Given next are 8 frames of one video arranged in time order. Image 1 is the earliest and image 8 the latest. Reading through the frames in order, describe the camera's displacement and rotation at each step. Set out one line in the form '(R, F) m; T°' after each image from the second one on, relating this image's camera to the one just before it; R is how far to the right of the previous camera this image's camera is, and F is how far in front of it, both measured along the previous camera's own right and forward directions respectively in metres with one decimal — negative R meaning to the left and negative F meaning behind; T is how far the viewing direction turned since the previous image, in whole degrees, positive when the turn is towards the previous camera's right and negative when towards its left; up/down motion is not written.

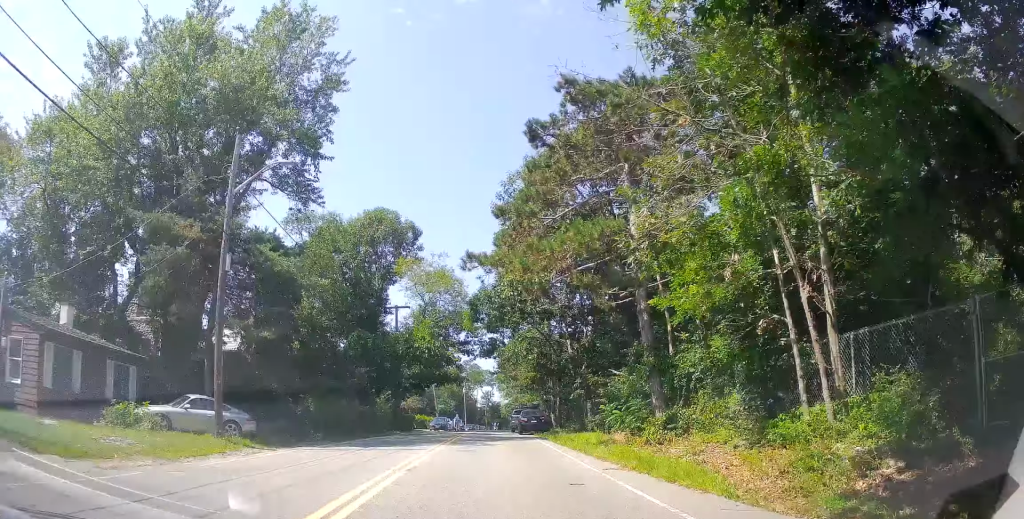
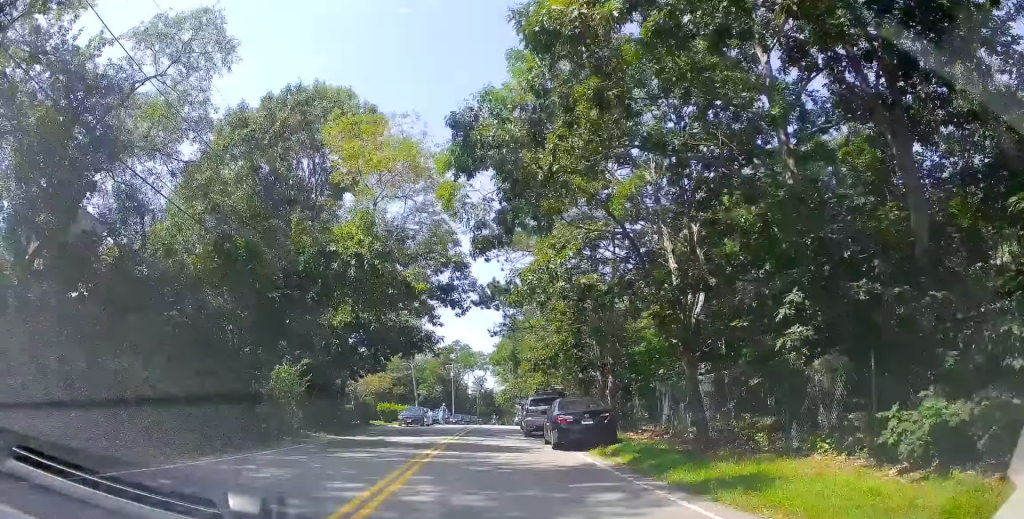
(0.0, +19.0) m; 0°
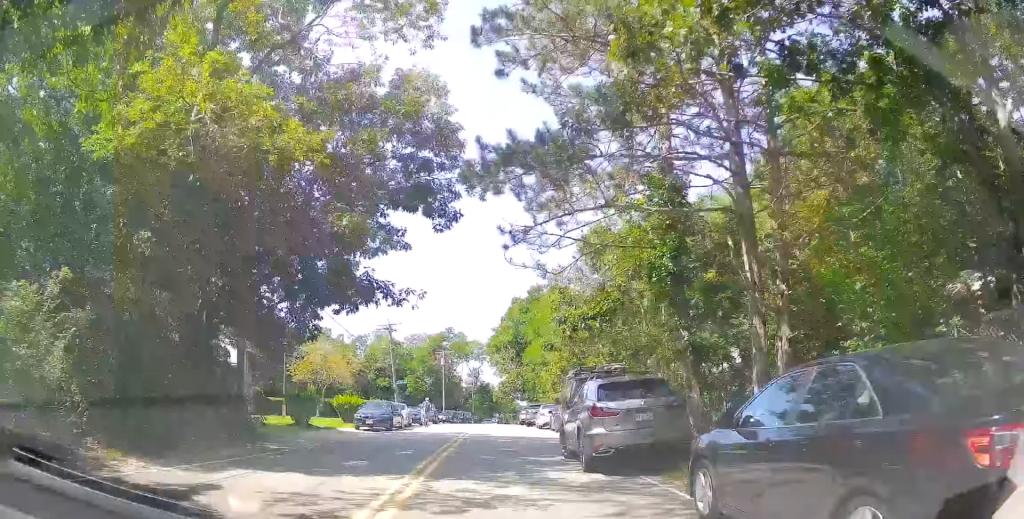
(+0.1, +14.4) m; +2°
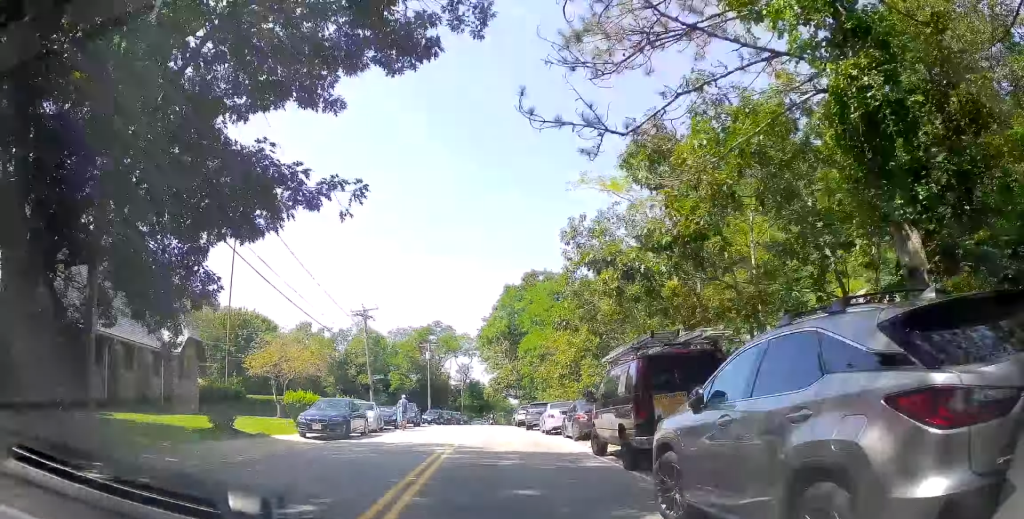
(+0.2, +8.0) m; +1°
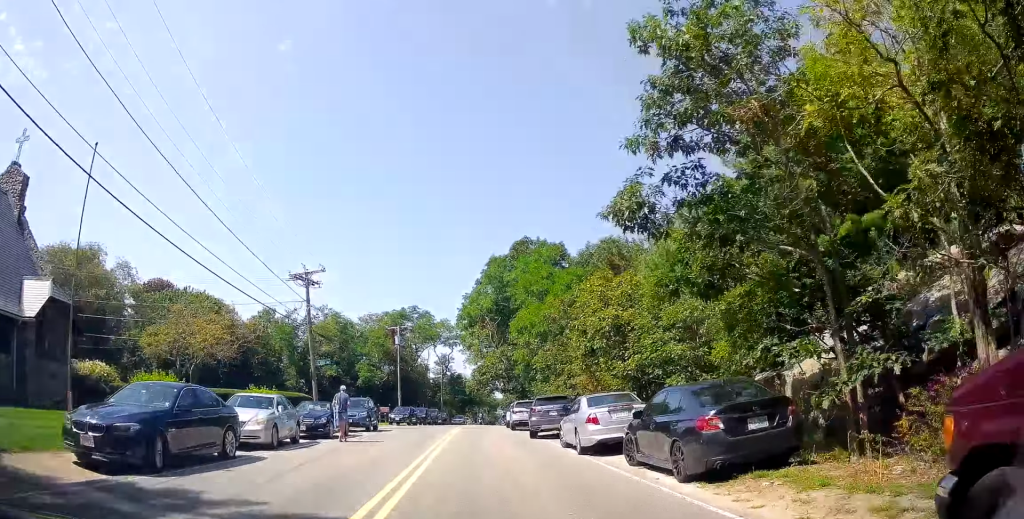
(+0.1, +12.6) m; 0°
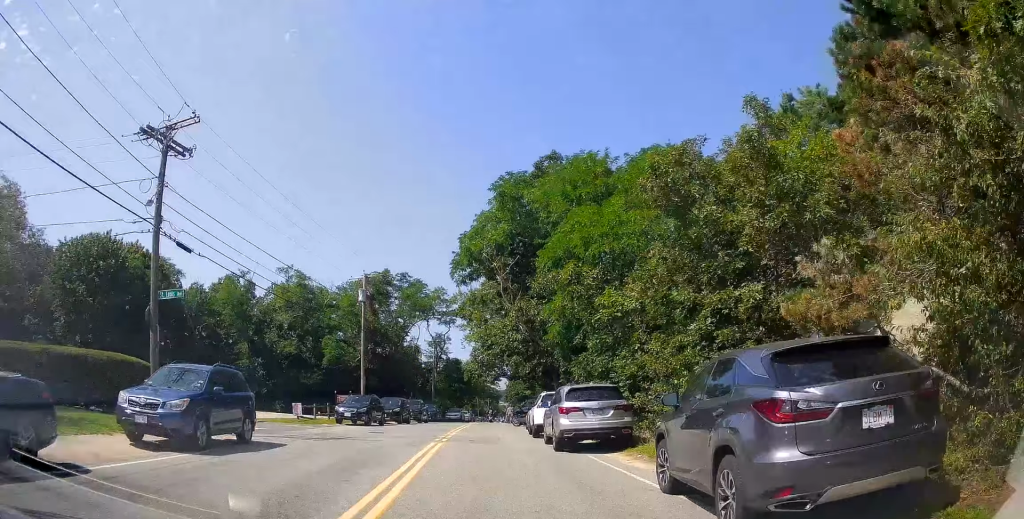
(+0.1, +18.9) m; +1°
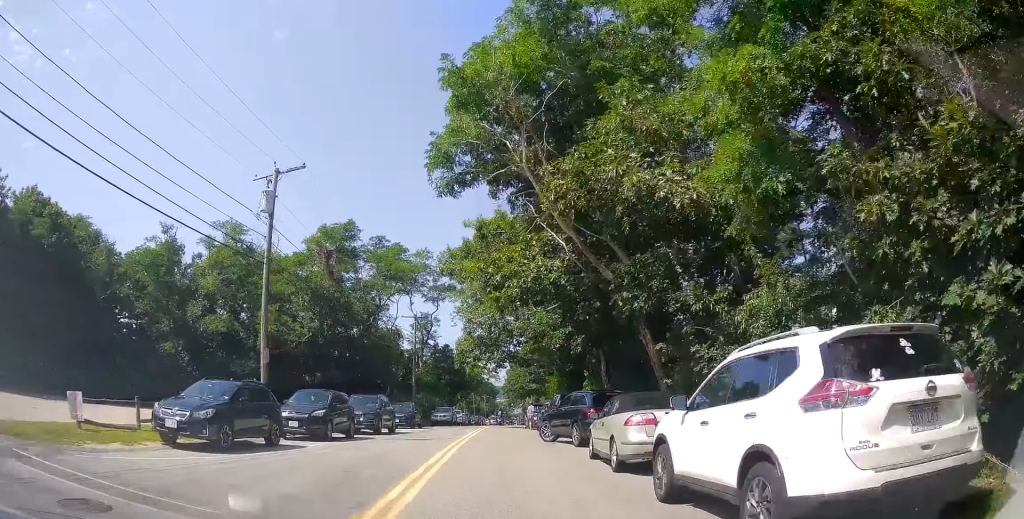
(+0.4, +18.6) m; +1°
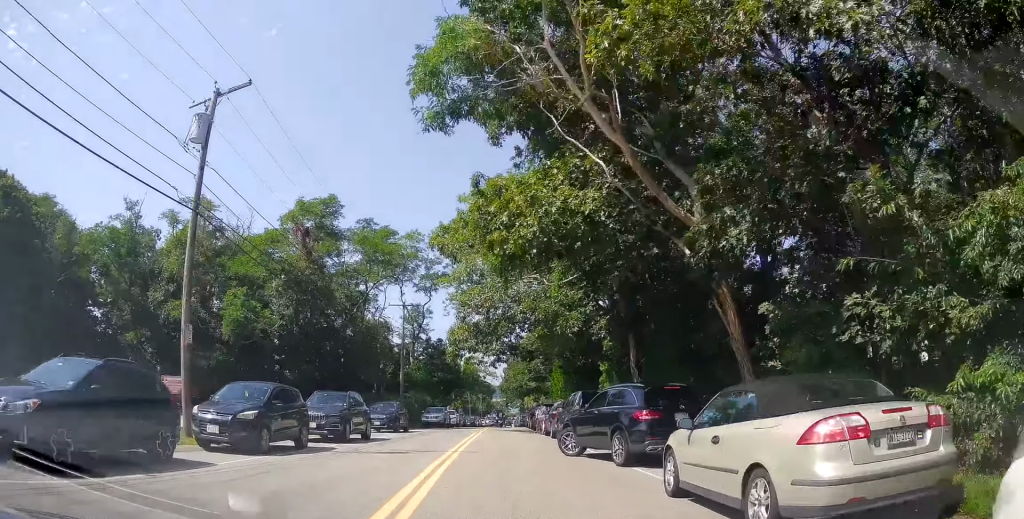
(0.0, +6.2) m; 0°
